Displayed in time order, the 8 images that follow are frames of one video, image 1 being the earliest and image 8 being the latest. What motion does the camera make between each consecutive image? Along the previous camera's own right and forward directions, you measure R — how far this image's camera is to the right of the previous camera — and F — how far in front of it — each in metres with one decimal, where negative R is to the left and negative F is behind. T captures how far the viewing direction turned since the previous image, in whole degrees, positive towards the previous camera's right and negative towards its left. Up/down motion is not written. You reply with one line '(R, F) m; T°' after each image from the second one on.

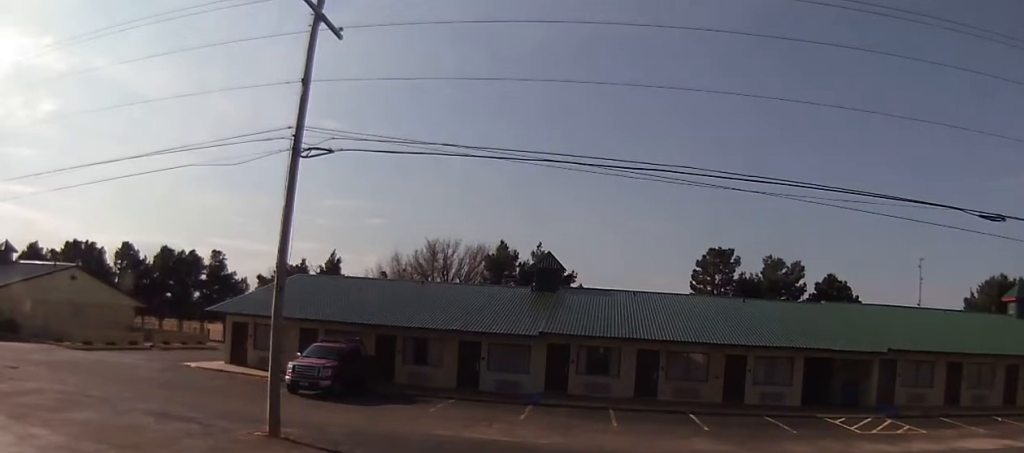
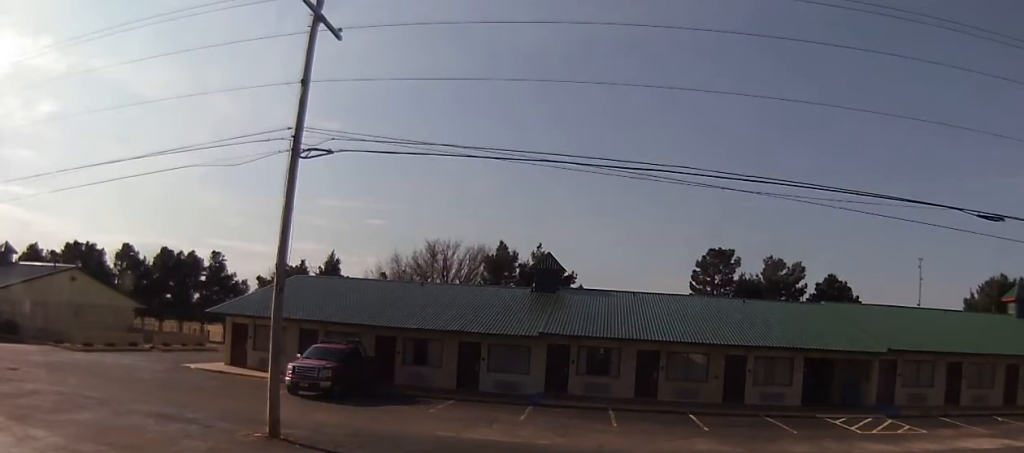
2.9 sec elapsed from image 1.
(-0.2, +0.5) m; 0°
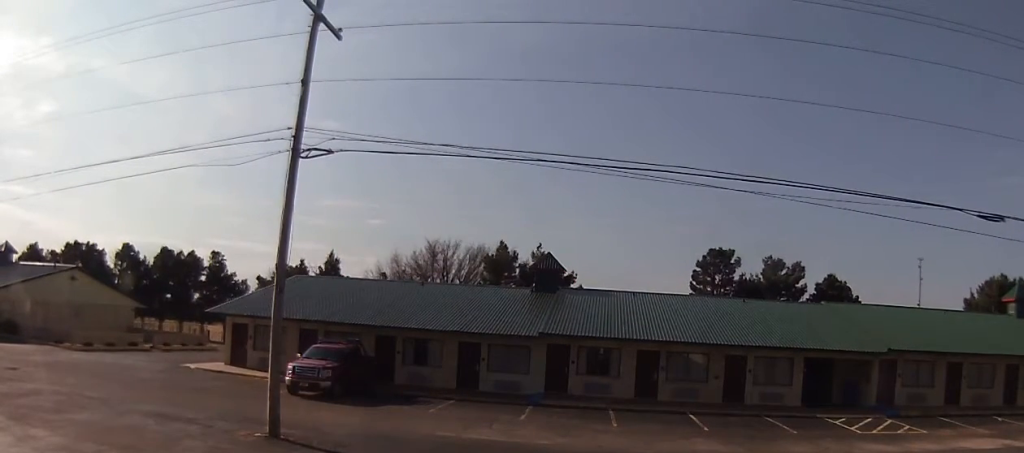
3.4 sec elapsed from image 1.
(0.0, 0.0) m; 0°
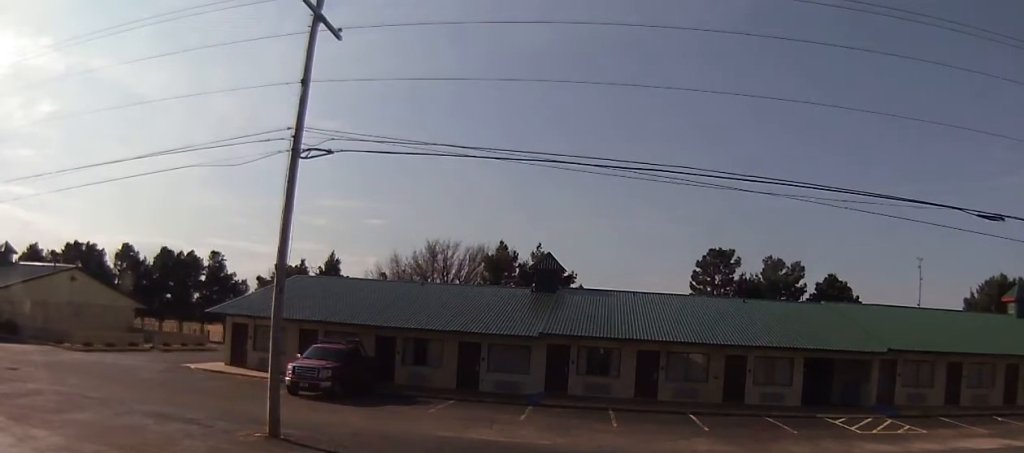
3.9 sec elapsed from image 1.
(0.0, 0.0) m; 0°
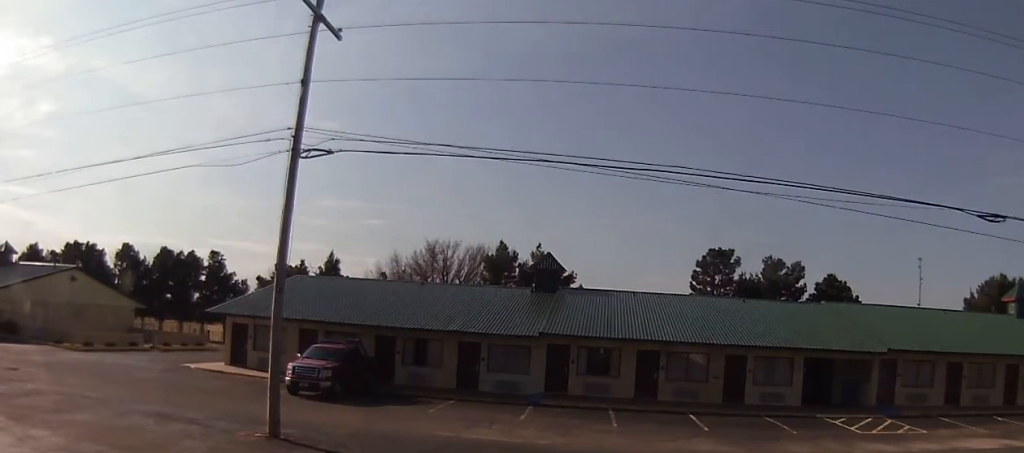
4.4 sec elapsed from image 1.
(0.0, 0.0) m; 0°
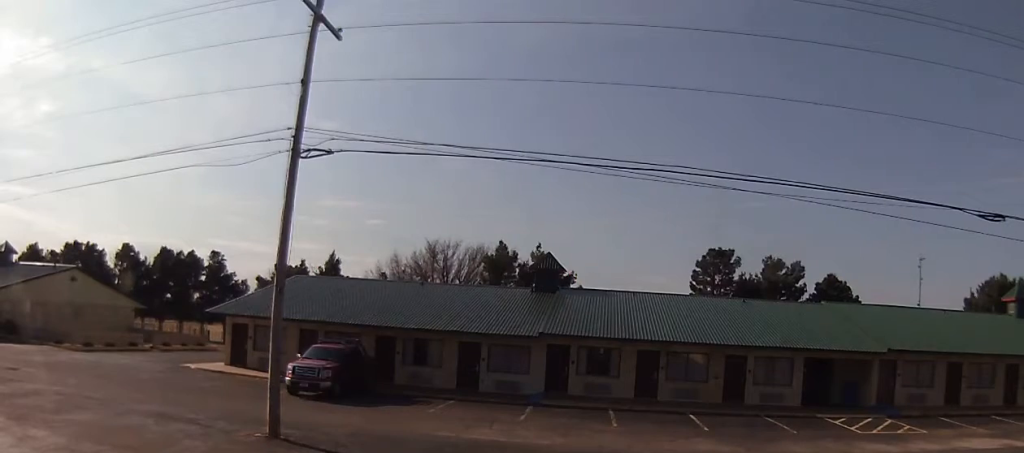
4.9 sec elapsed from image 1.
(0.0, 0.0) m; 0°
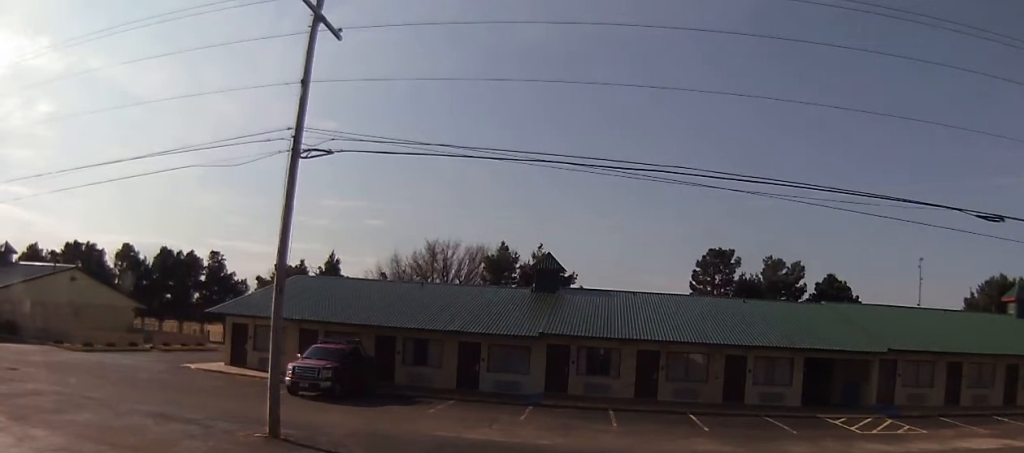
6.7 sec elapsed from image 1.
(0.0, 0.0) m; 0°
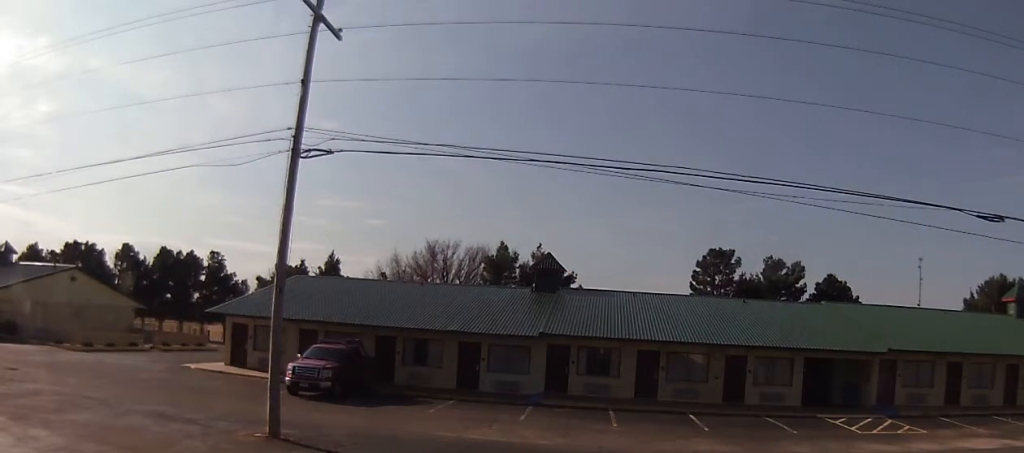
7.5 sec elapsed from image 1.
(0.0, 0.0) m; 0°
